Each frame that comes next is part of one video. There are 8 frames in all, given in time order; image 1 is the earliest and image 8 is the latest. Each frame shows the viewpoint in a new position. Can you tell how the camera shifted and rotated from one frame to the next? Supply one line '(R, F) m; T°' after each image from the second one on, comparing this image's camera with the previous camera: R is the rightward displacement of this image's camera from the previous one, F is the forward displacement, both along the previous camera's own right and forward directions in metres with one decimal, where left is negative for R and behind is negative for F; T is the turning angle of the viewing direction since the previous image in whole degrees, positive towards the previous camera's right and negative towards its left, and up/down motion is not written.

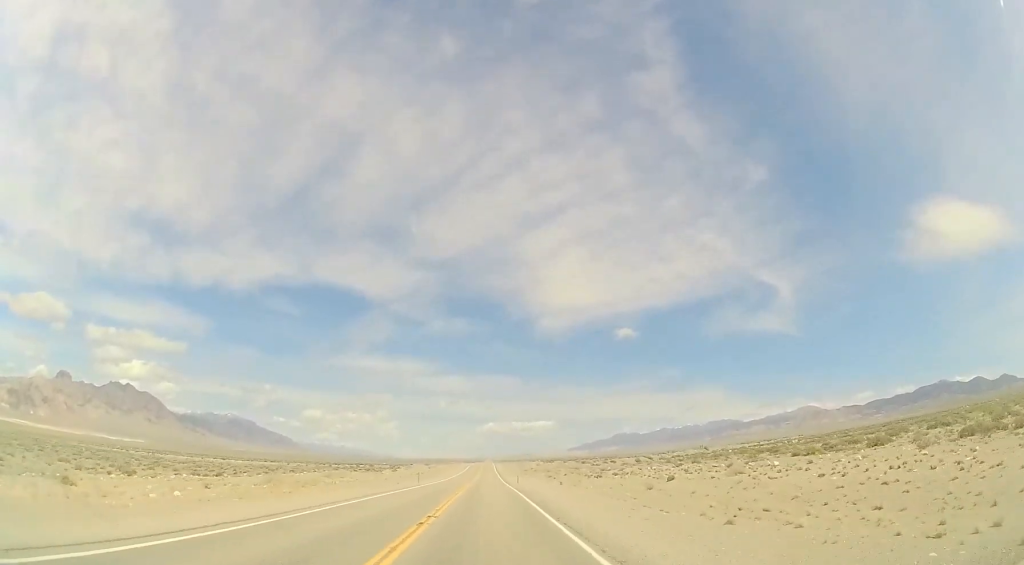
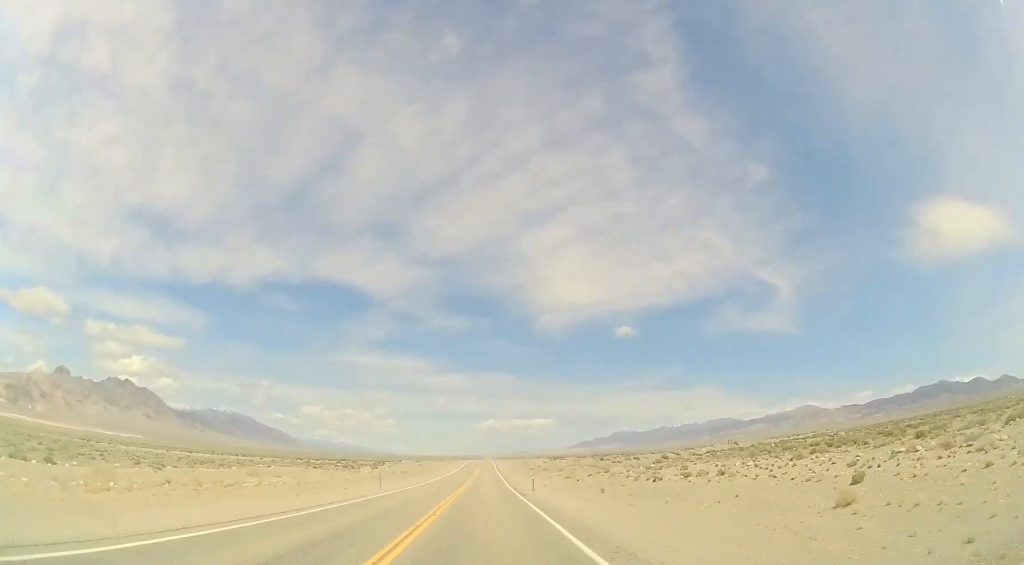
(0.0, +20.3) m; 0°
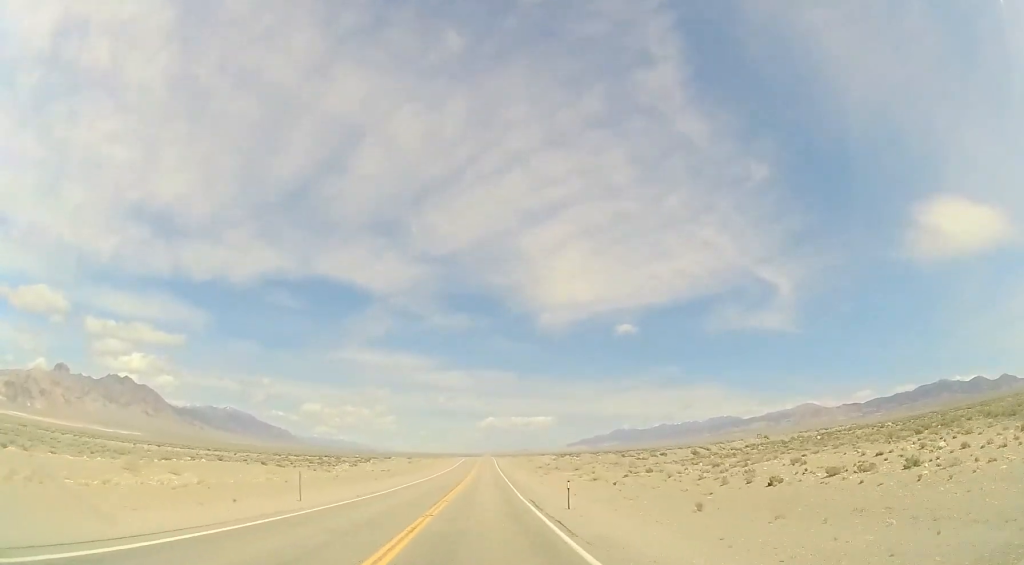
(+0.1, +16.3) m; 0°
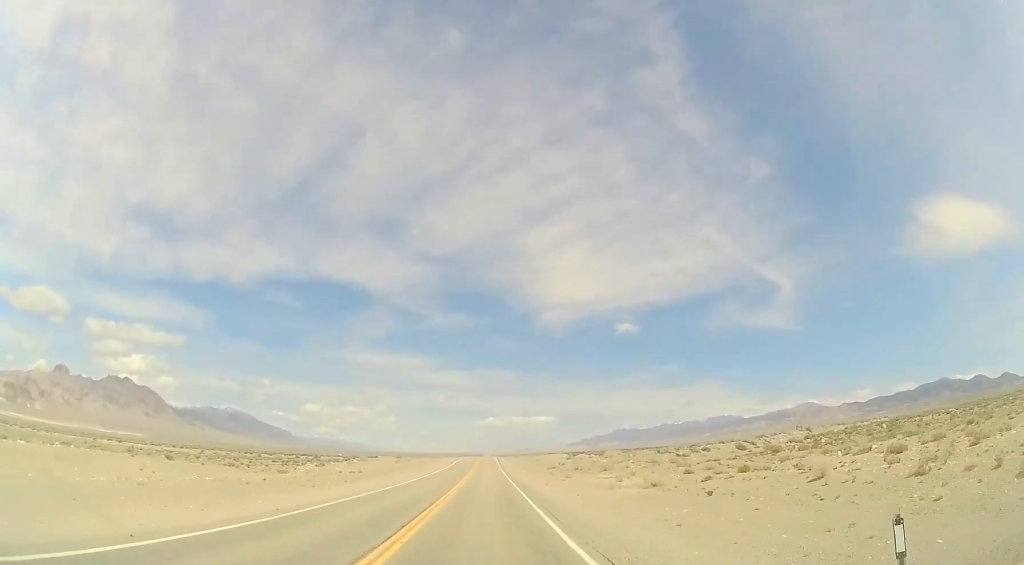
(+0.1, +17.3) m; 0°
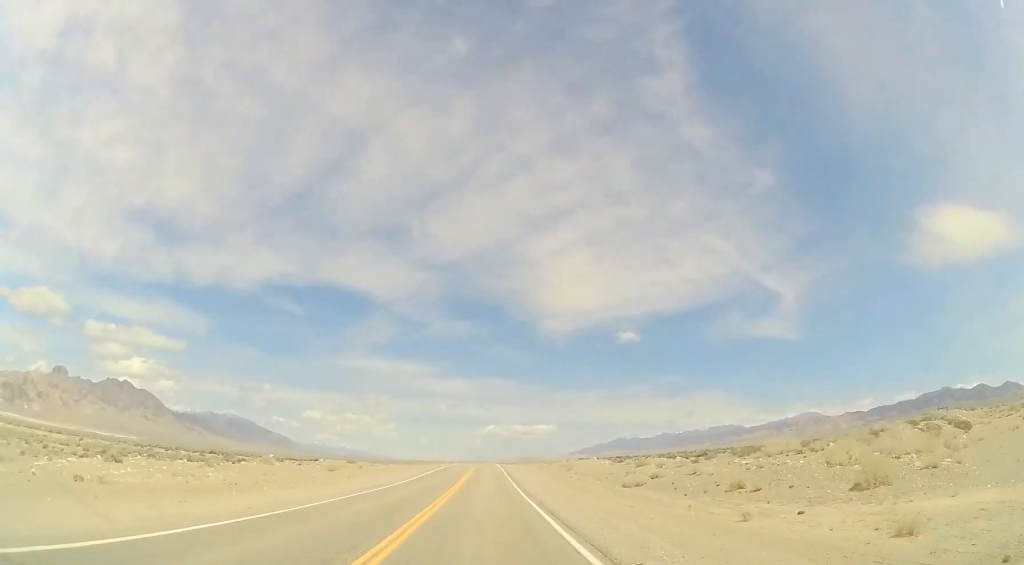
(0.0, +41.0) m; 0°
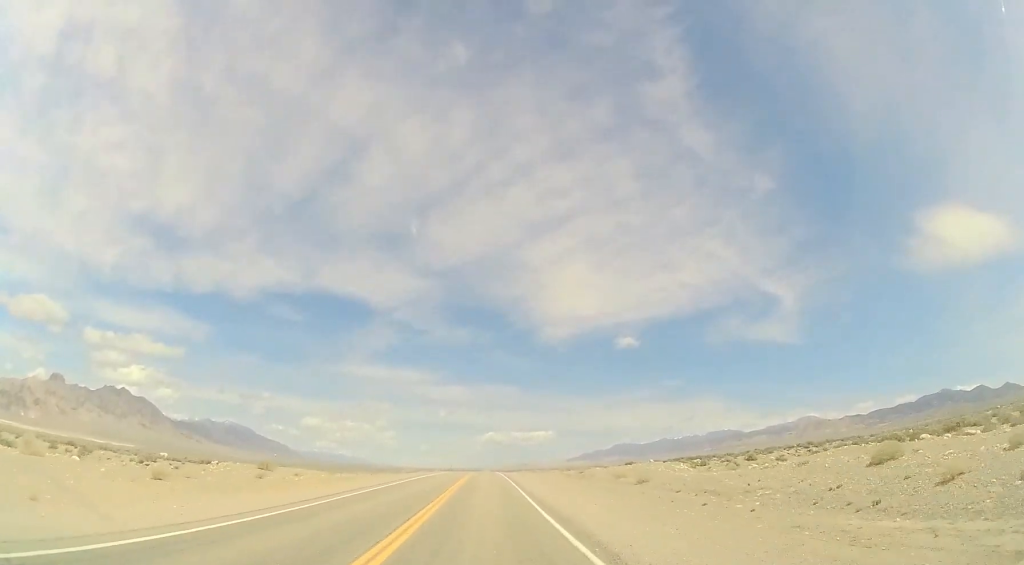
(-0.1, +30.8) m; 0°
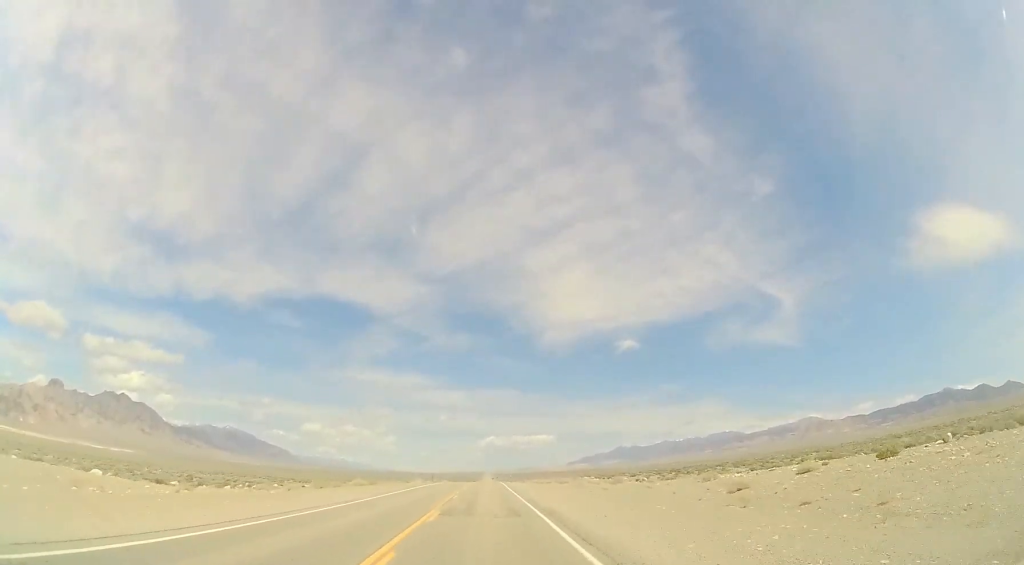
(0.0, +40.1) m; 0°
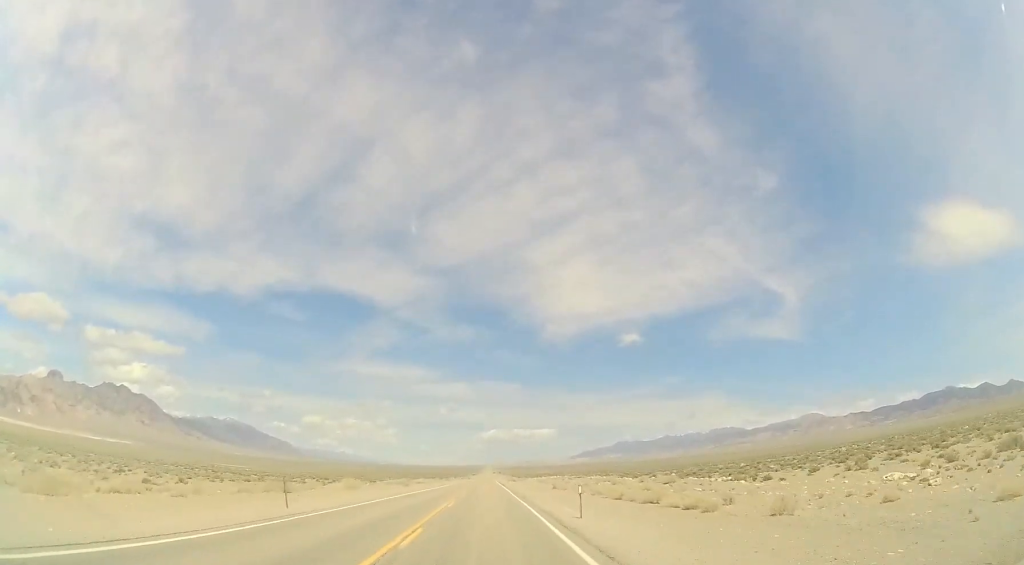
(-0.3, +54.2) m; 0°
